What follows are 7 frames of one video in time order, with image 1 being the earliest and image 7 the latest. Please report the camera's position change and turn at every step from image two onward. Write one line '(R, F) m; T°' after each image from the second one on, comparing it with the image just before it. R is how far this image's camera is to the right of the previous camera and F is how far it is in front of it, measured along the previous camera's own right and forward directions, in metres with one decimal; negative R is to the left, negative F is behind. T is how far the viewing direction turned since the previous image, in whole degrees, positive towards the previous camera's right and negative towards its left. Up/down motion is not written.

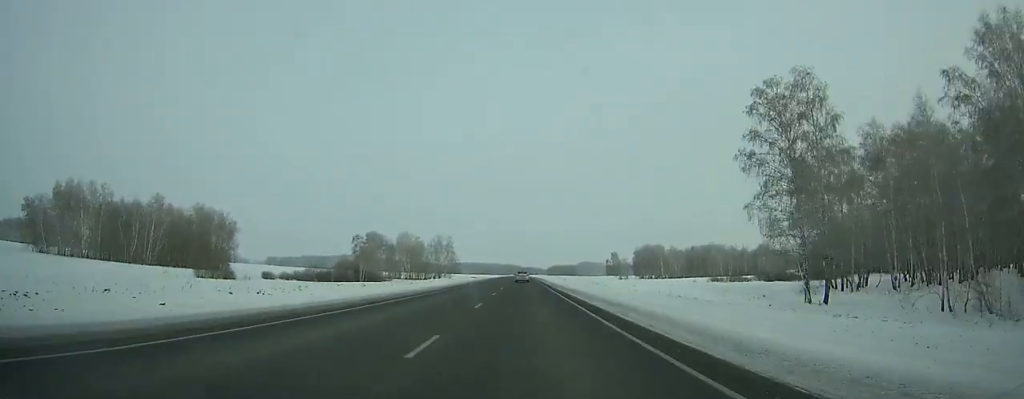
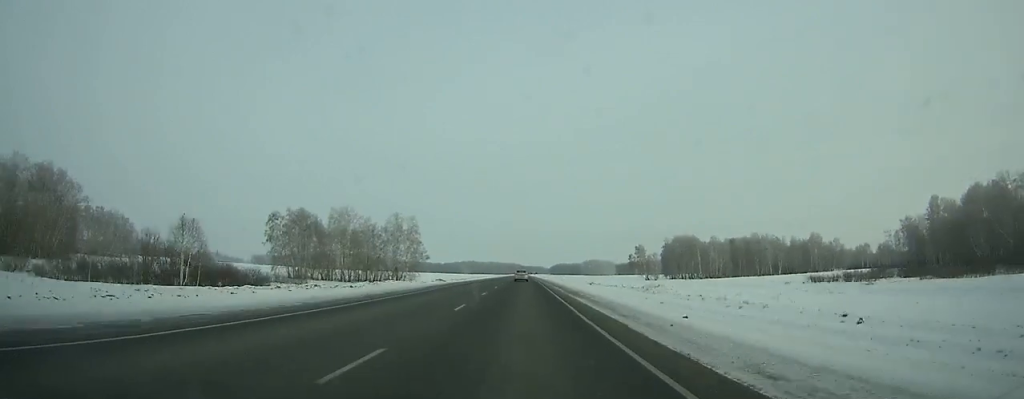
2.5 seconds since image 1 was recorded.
(+0.4, +75.5) m; 0°
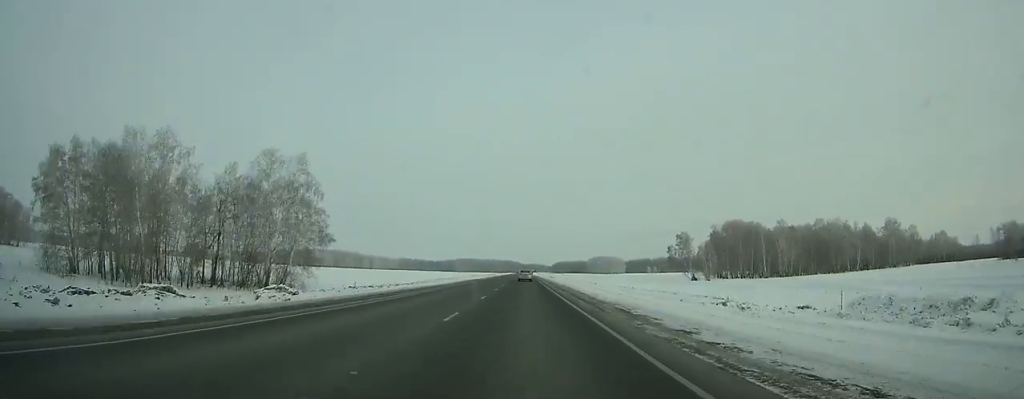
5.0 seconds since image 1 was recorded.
(-0.4, +75.7) m; 0°
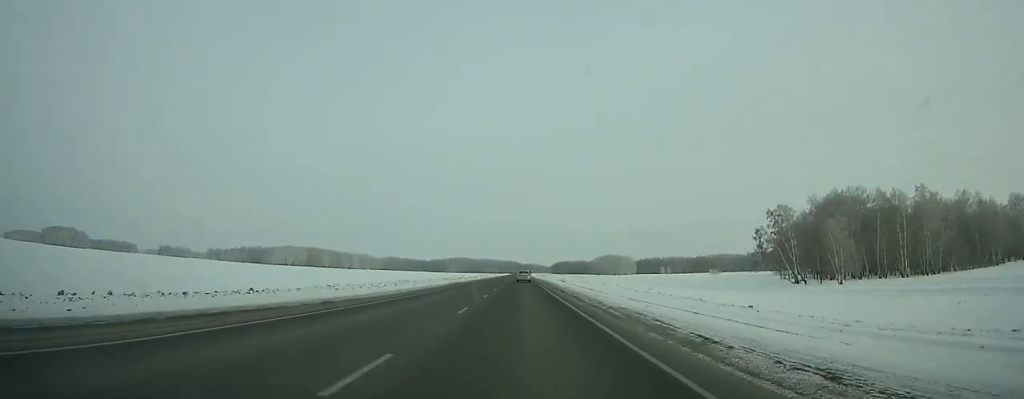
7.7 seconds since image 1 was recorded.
(0.0, +81.3) m; 0°
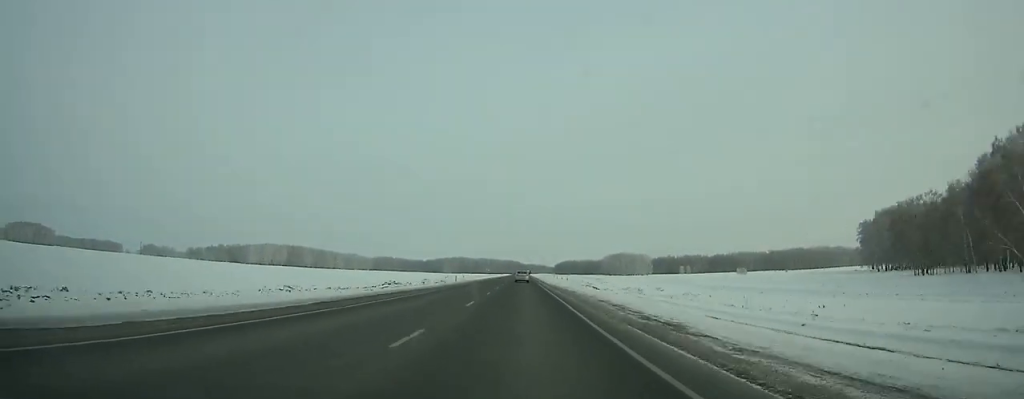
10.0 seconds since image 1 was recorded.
(+0.2, +69.5) m; 0°
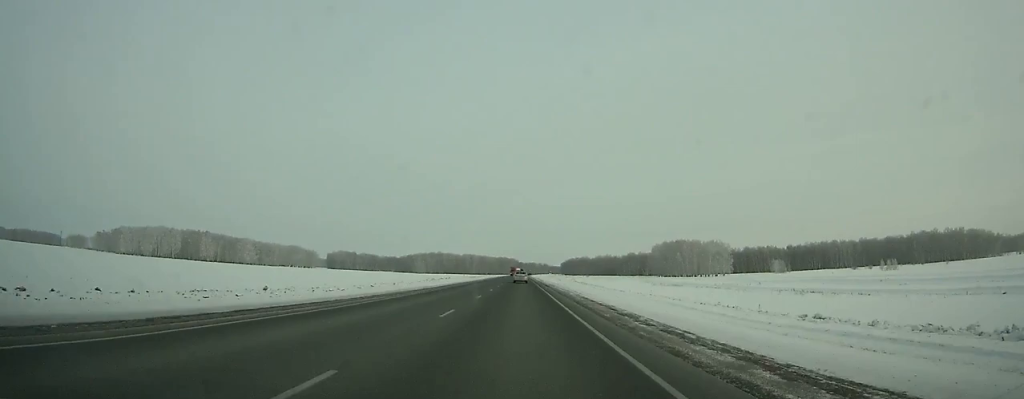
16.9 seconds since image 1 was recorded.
(-0.5, +210.7) m; 0°
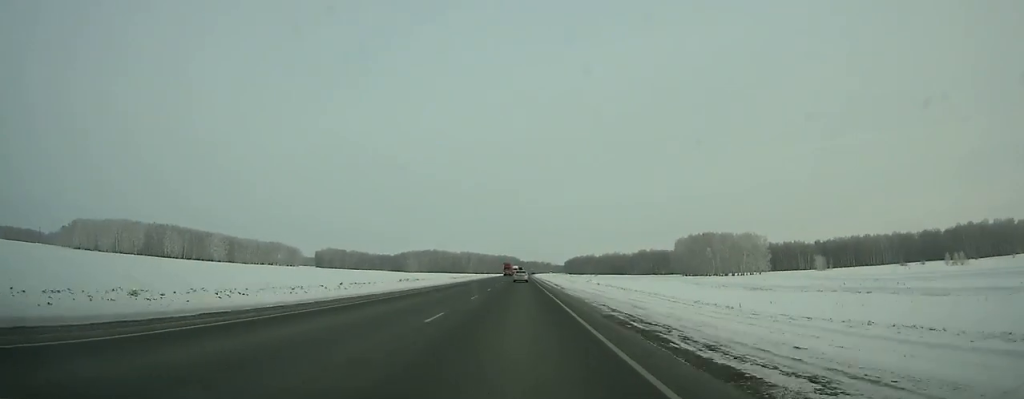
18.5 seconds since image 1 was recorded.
(-0.1, +48.7) m; 0°
